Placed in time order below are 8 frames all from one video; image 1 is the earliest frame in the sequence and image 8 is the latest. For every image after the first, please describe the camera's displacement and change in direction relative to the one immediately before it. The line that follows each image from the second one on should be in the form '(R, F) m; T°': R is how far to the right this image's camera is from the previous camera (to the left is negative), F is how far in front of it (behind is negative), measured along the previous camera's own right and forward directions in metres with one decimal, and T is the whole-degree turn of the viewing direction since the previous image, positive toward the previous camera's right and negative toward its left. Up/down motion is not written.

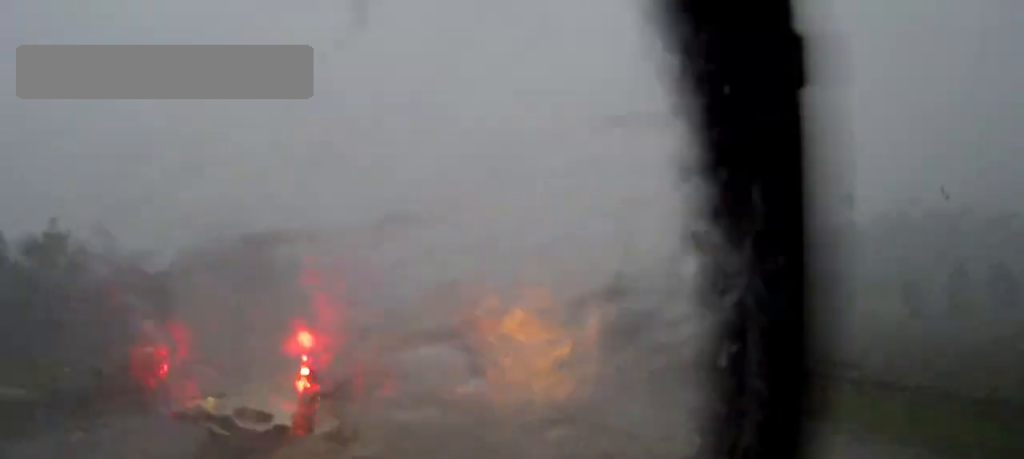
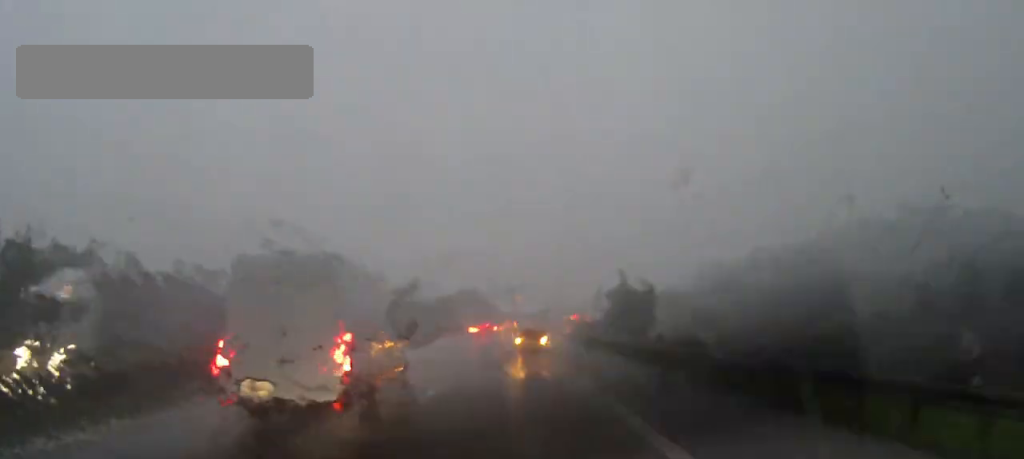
(0.0, +9.2) m; +1°
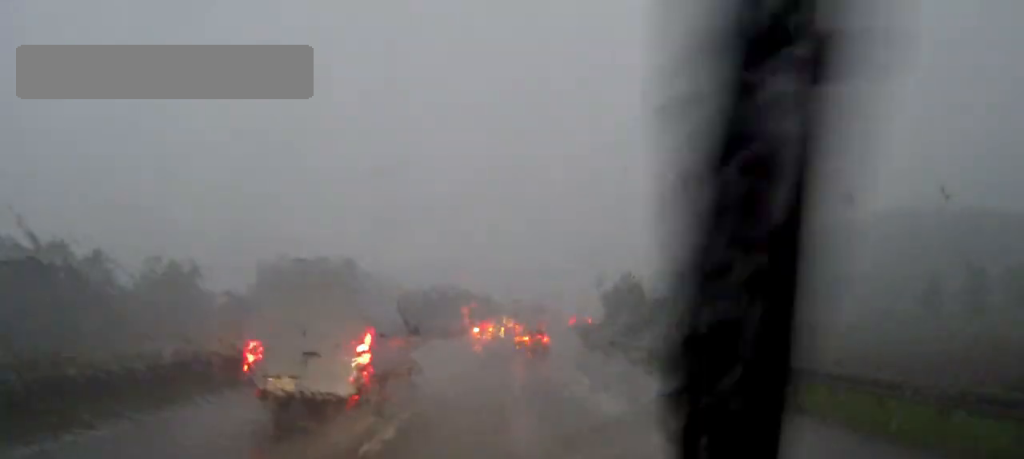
(+0.1, +4.9) m; +1°
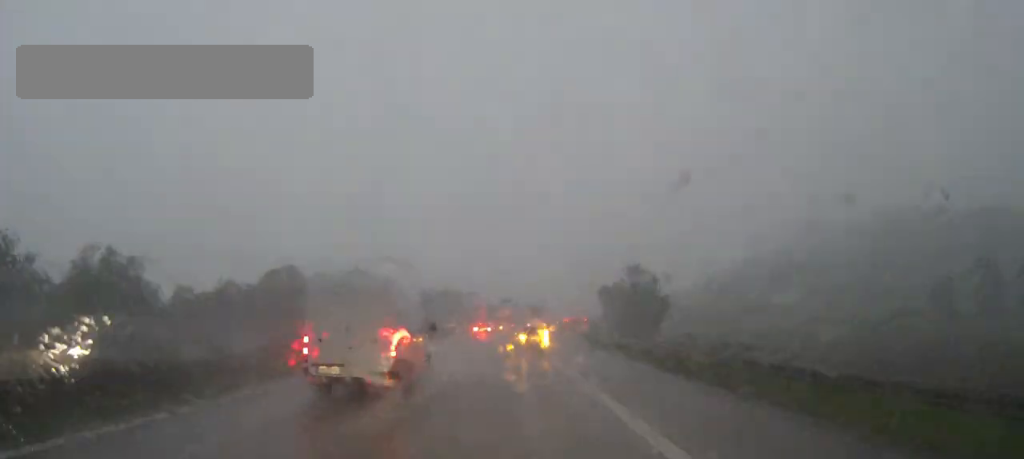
(+0.1, +11.9) m; +1°
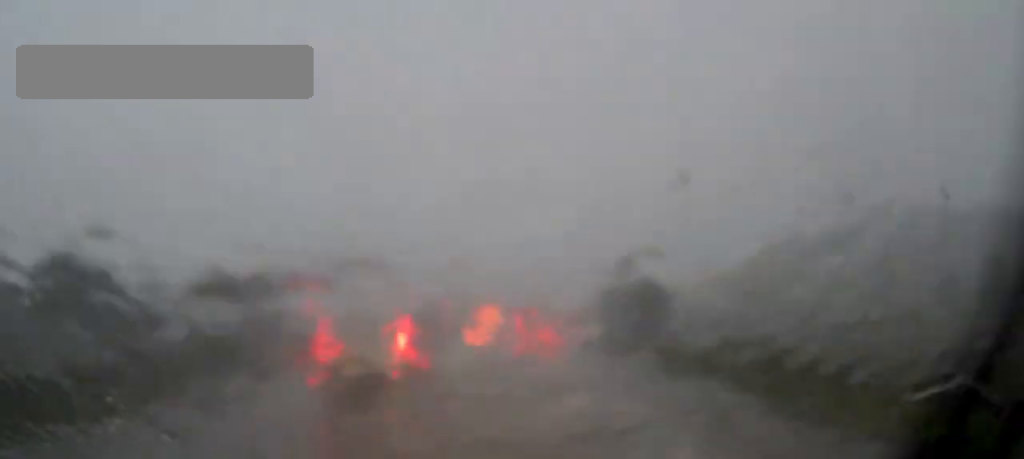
(0.0, +4.8) m; 0°
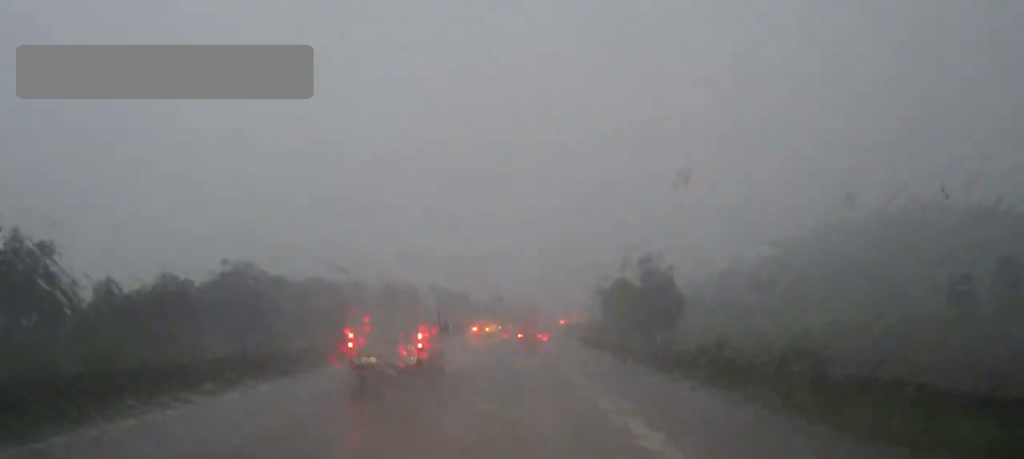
(0.0, +9.2) m; 0°
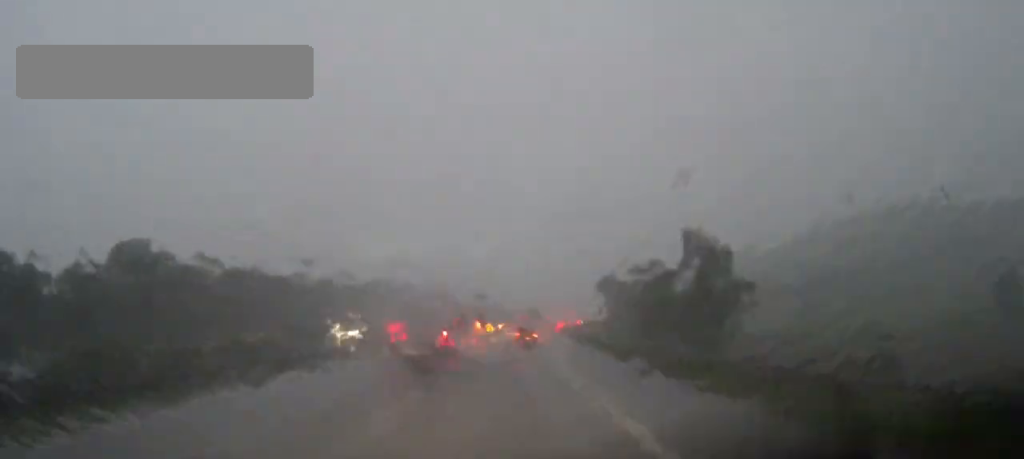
(+0.2, +27.4) m; +1°
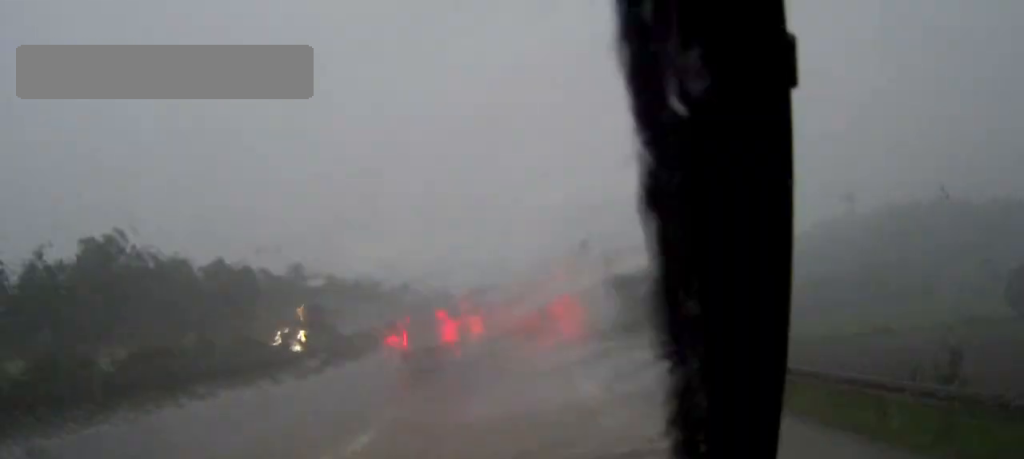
(0.0, +5.6) m; 0°
